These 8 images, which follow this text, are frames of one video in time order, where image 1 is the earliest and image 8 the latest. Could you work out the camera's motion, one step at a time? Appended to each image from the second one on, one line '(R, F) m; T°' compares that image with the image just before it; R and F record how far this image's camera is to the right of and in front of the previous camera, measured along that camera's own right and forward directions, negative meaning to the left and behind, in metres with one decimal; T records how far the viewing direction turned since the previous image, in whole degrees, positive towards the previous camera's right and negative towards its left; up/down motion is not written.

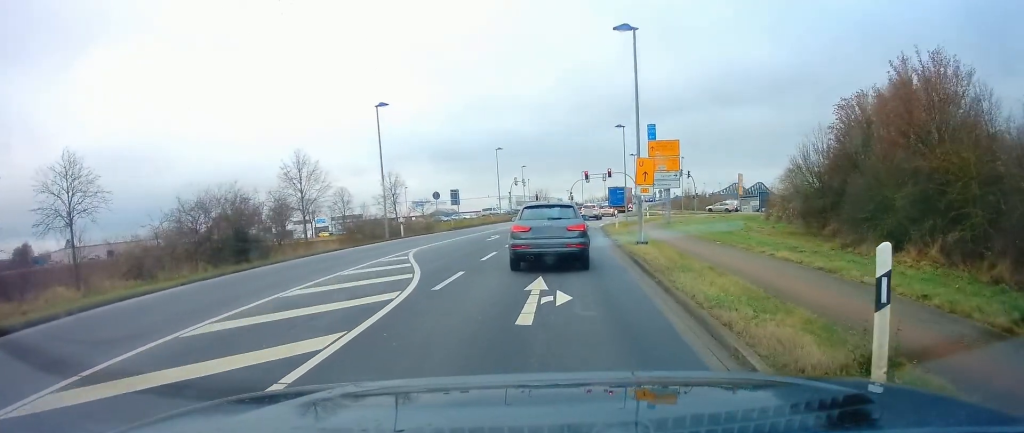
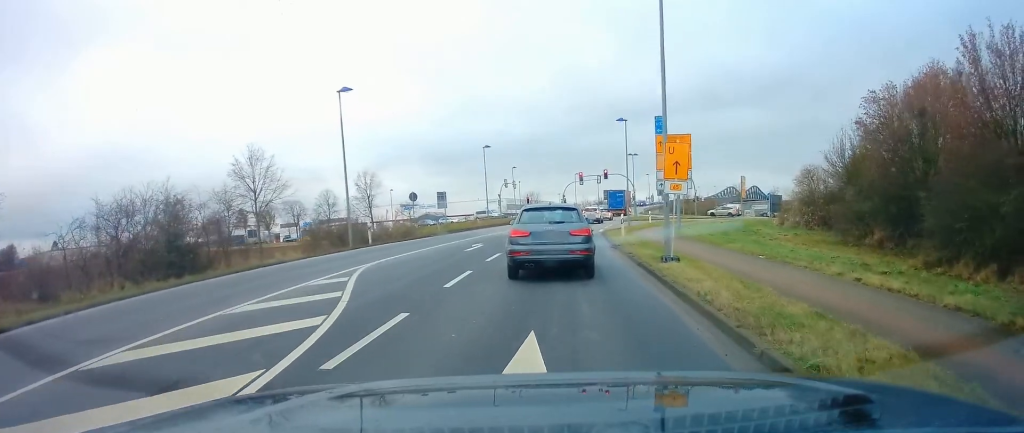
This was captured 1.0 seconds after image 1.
(+0.1, +5.1) m; +1°
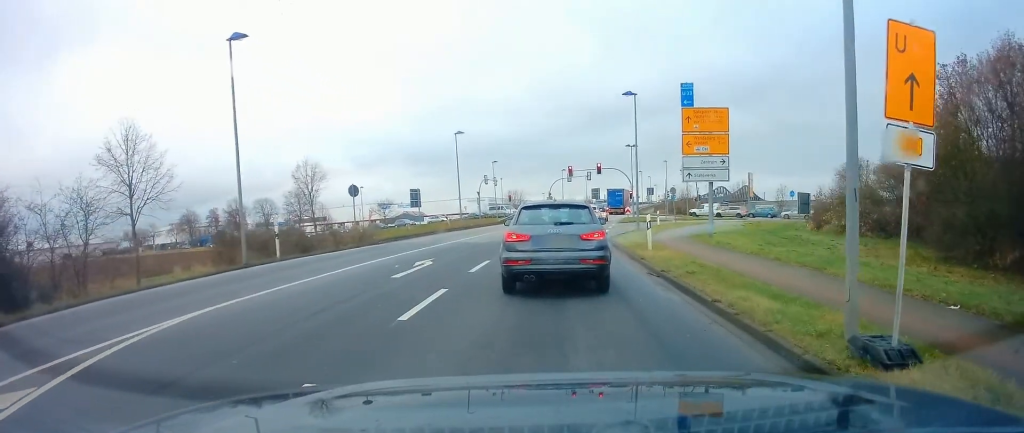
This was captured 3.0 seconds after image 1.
(-0.1, +9.2) m; 0°
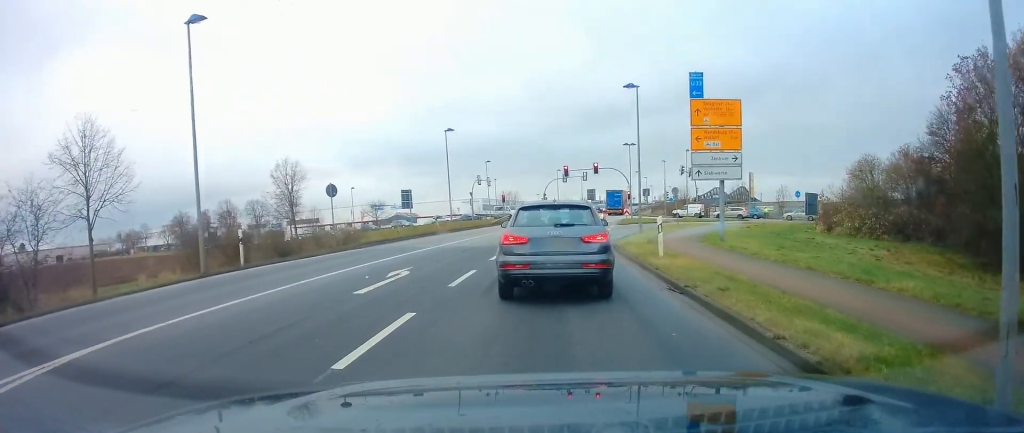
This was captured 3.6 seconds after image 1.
(-0.1, +2.2) m; +2°
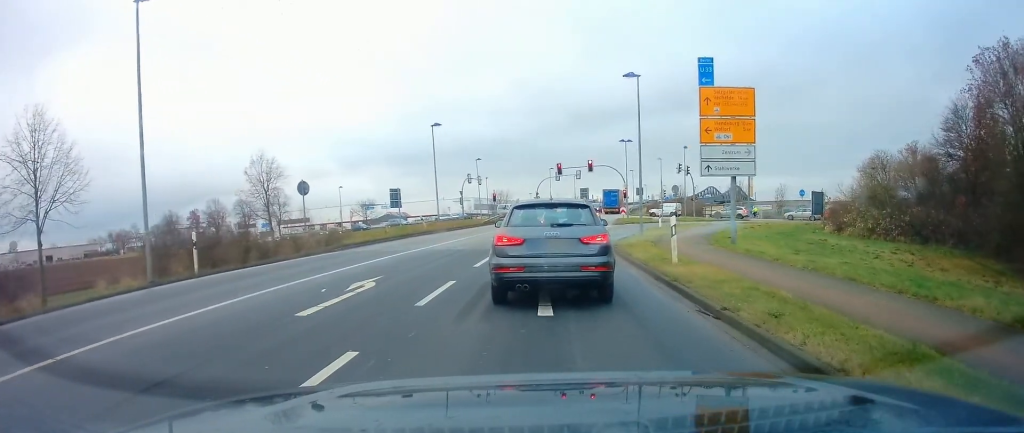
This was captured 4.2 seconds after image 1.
(+0.2, +2.2) m; 0°
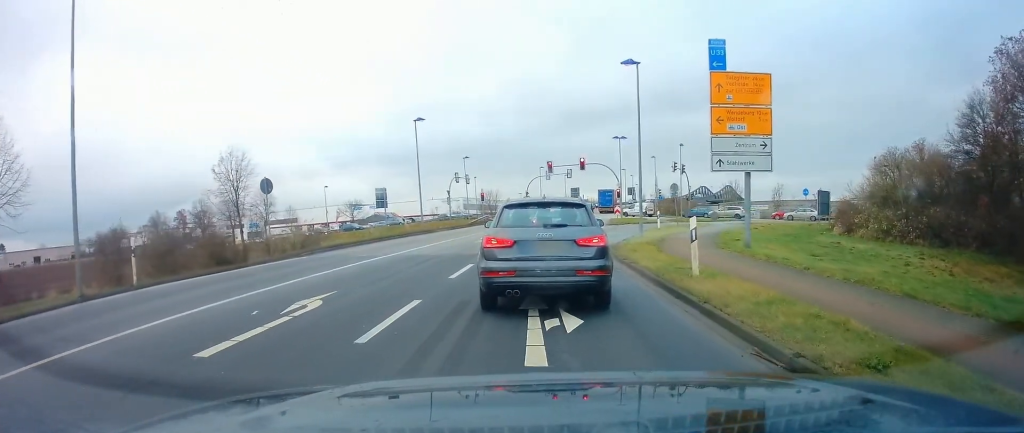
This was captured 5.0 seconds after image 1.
(0.0, +2.3) m; 0°
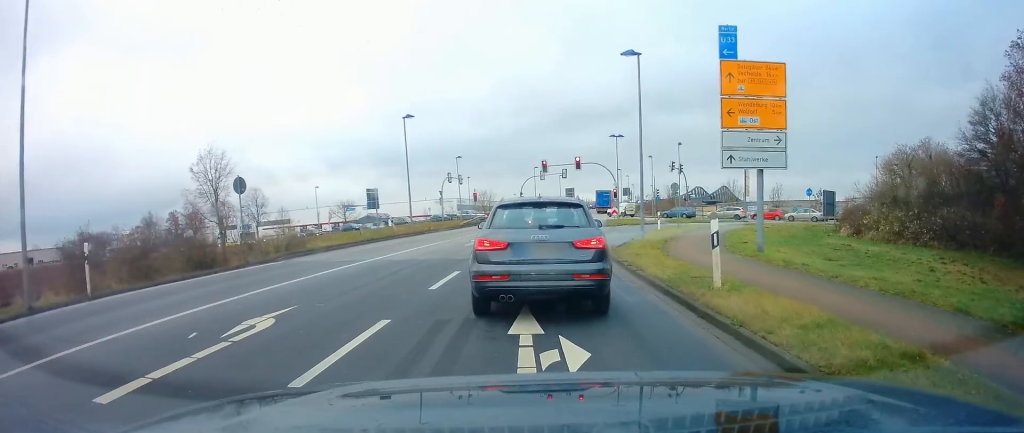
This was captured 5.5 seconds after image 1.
(-0.1, +1.6) m; 0°
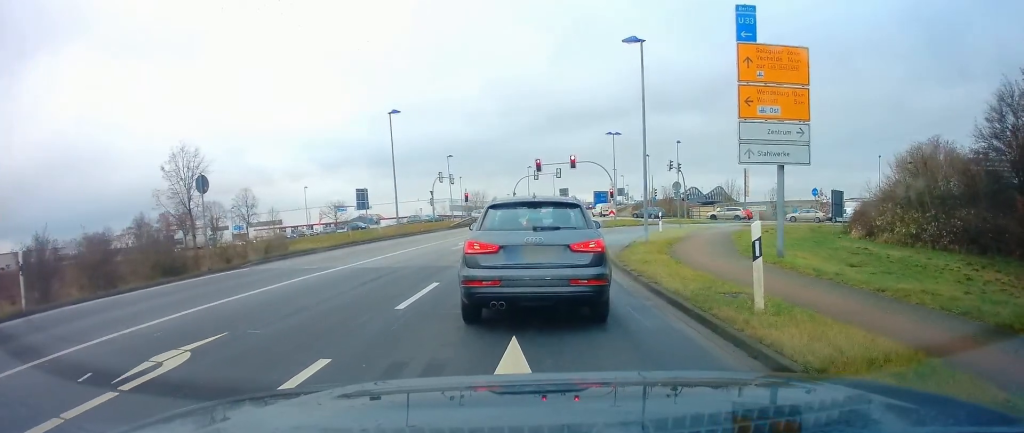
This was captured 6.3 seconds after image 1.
(+0.2, +1.9) m; +5°
